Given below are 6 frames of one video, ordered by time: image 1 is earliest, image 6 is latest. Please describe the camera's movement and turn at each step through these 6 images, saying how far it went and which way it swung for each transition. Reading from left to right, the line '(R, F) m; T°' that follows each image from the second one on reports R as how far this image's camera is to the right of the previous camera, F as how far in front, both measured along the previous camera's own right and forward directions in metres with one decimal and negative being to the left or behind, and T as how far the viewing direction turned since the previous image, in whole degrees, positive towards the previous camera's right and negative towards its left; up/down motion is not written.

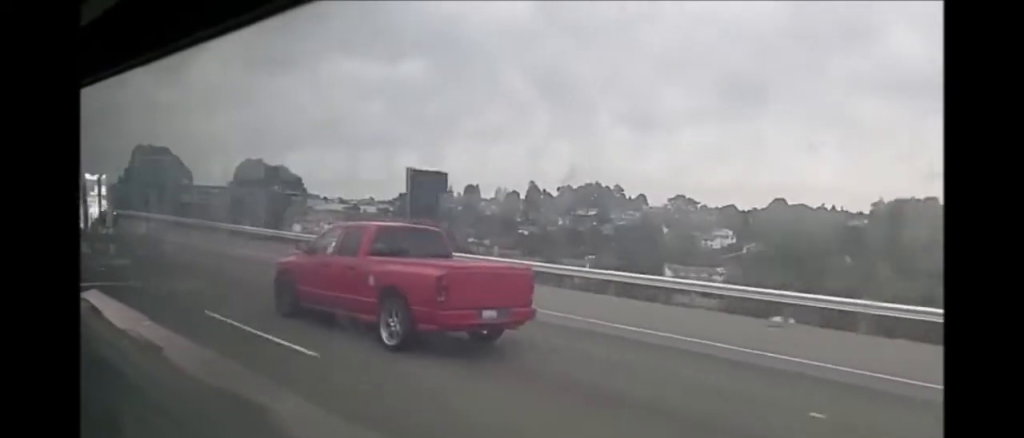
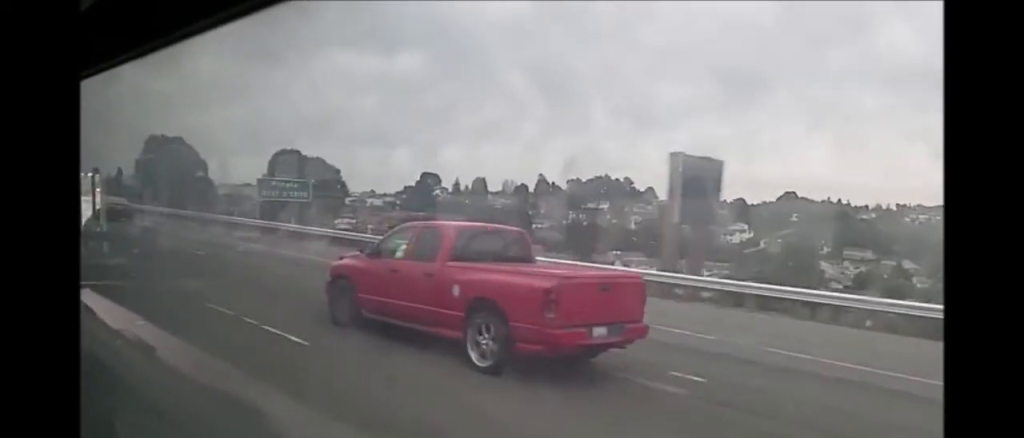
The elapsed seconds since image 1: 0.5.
(0.0, +14.6) m; 0°
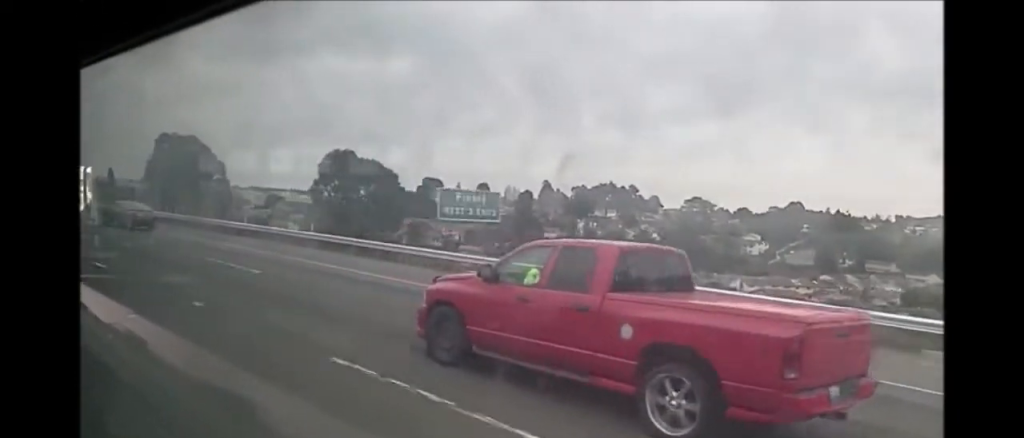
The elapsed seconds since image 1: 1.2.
(0.0, +19.4) m; +1°
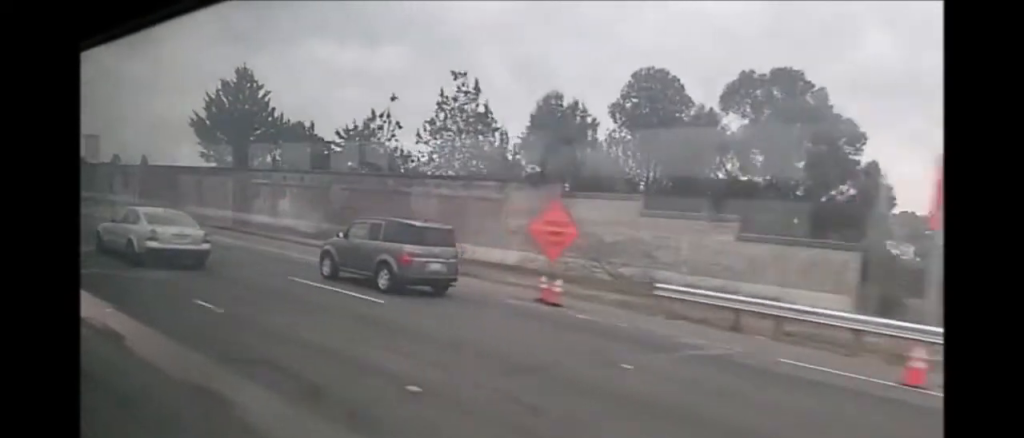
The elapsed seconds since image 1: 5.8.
(+1.4, +137.7) m; 0°
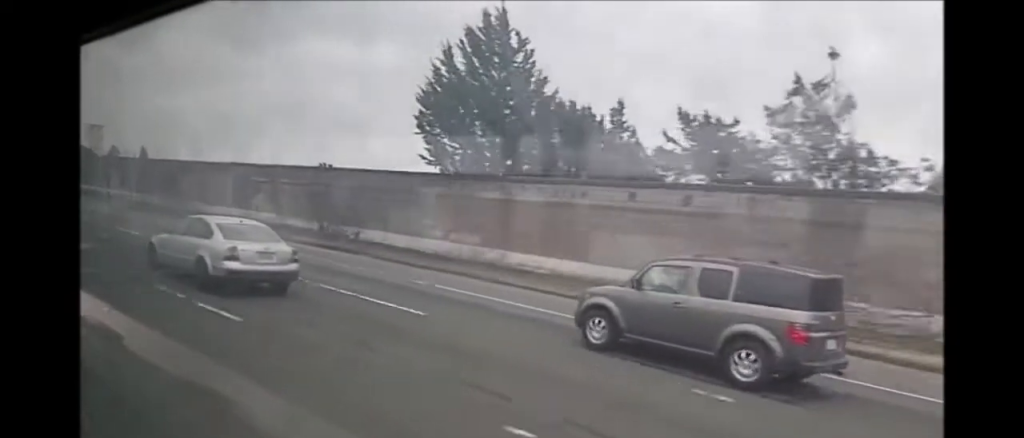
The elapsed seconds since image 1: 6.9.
(-0.2, +30.1) m; 0°
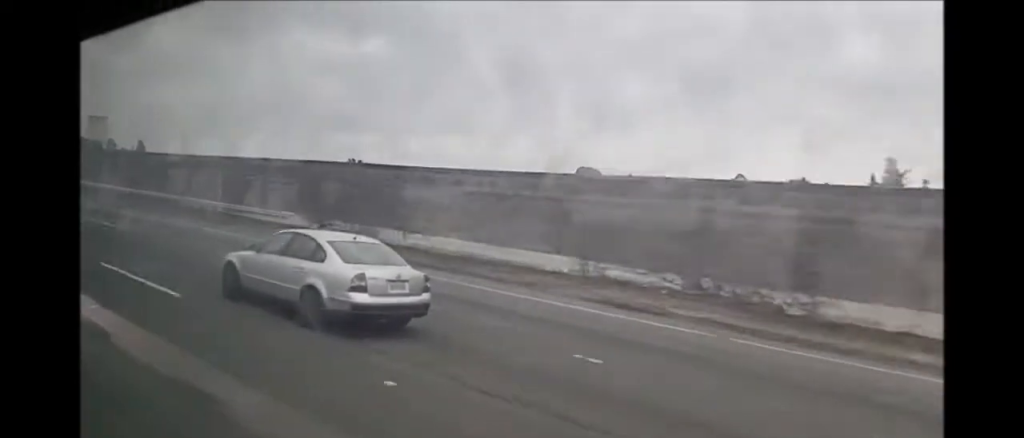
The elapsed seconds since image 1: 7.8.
(+0.1, +26.3) m; 0°
